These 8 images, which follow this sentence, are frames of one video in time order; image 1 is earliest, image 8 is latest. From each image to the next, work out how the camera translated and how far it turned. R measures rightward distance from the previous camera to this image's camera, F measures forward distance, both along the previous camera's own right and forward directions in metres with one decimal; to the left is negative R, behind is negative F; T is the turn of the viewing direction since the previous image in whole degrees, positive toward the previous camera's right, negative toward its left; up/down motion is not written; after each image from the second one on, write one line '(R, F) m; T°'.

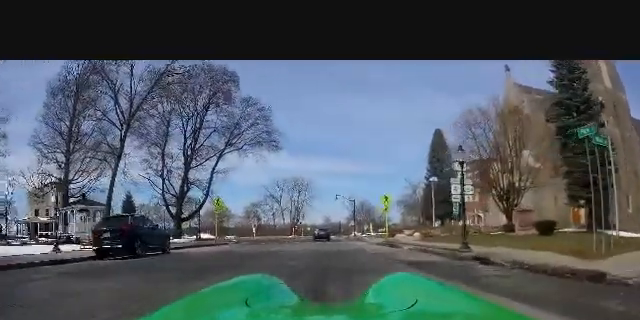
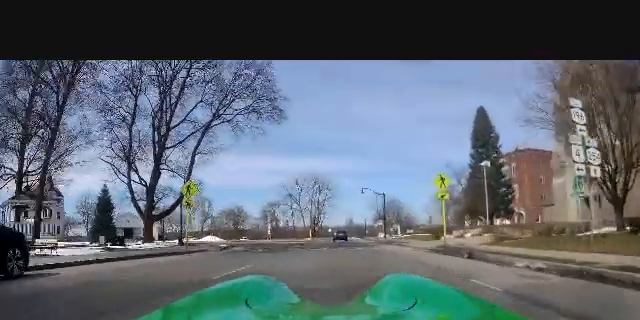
(+0.3, +10.1) m; +2°
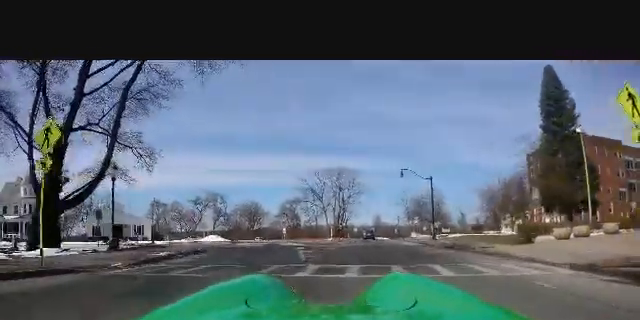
(+0.6, +13.4) m; +3°
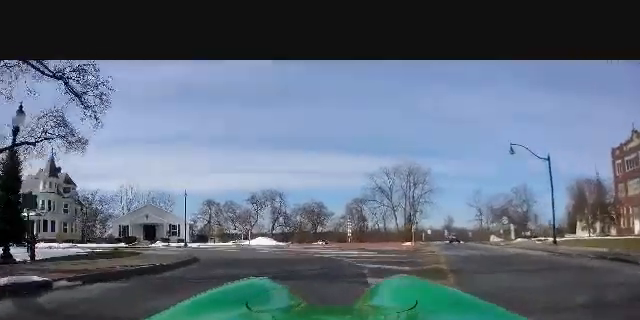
(-0.3, +11.1) m; -7°
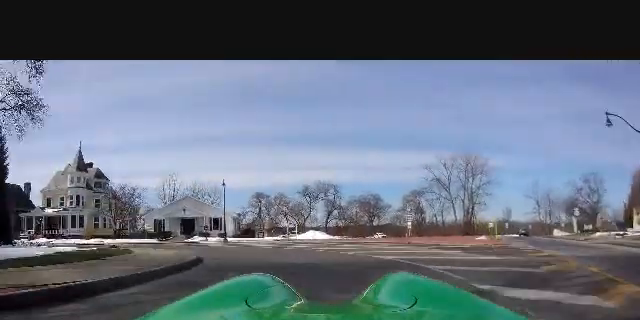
(-0.4, +5.6) m; -7°
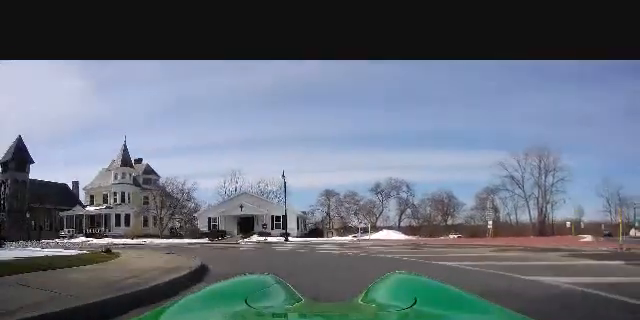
(-0.4, +5.4) m; -7°
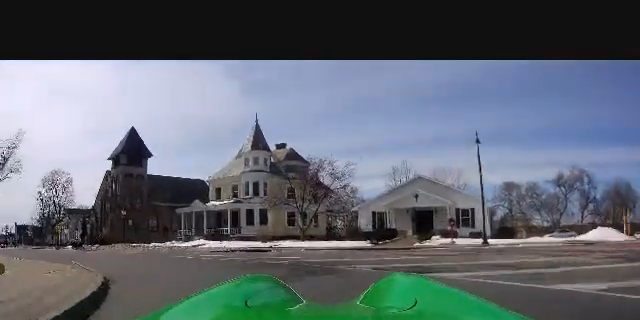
(-1.4, +12.1) m; -22°
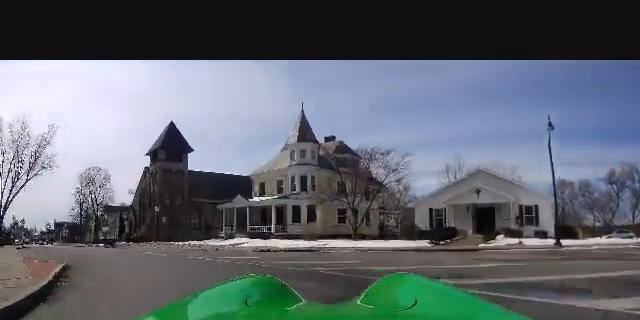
(-0.5, +3.0) m; -7°
